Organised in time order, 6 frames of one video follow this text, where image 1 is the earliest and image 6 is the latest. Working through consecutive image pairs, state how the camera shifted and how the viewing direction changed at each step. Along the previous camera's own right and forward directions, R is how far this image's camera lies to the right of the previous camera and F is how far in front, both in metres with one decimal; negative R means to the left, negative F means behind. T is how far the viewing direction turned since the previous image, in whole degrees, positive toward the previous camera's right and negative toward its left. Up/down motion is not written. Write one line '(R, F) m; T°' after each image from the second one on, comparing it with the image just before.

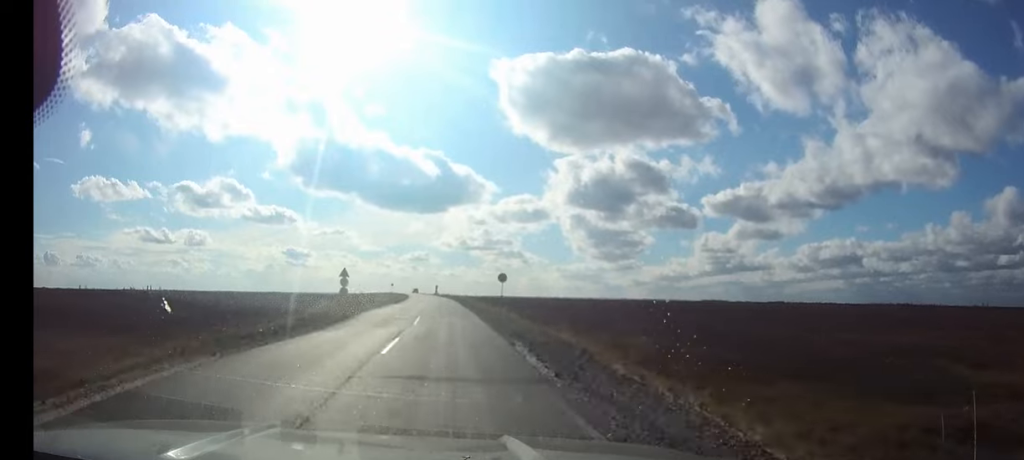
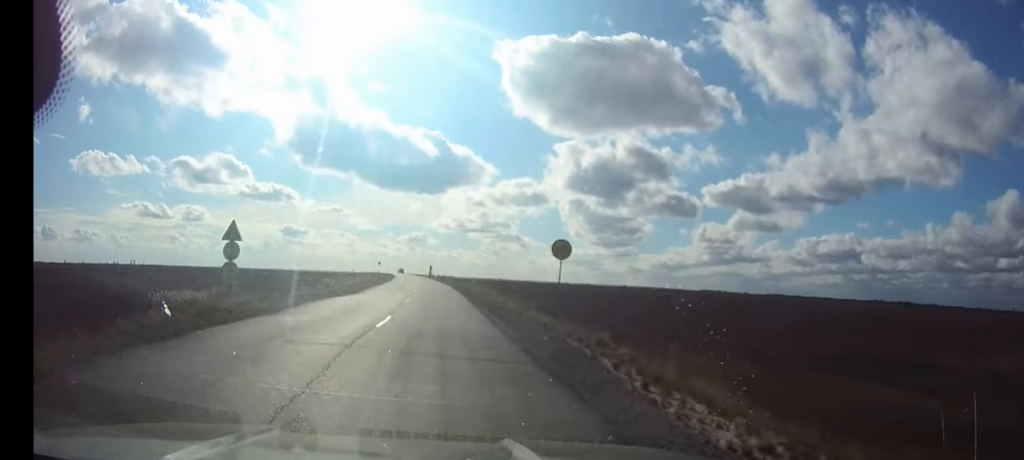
(0.0, +23.3) m; -1°
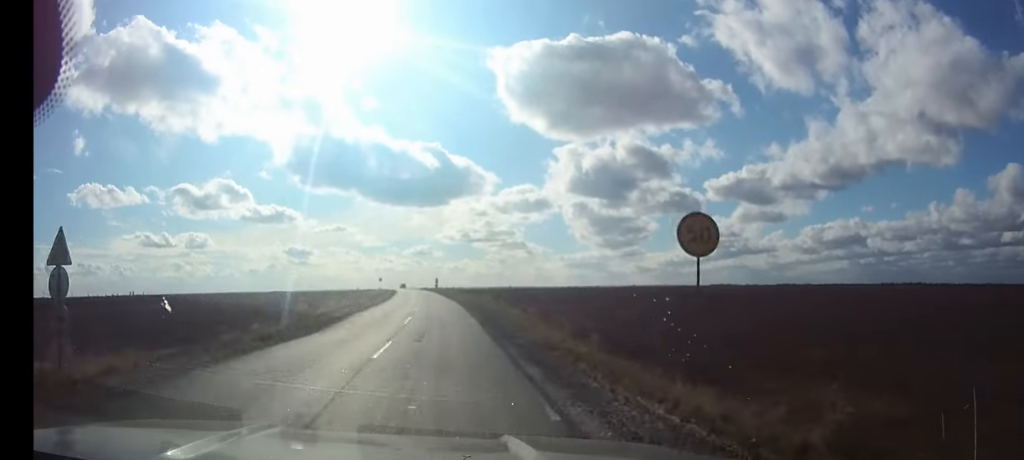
(-0.1, +11.4) m; -1°
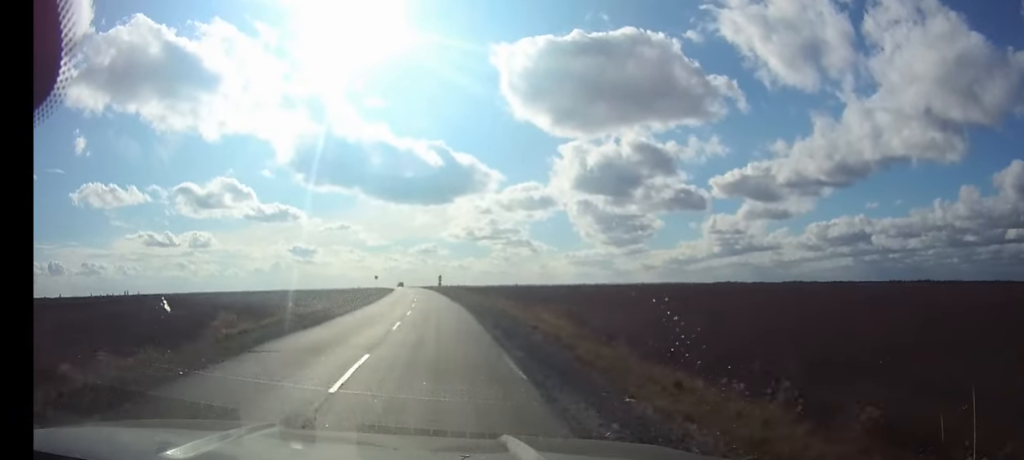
(-0.1, +15.0) m; -1°
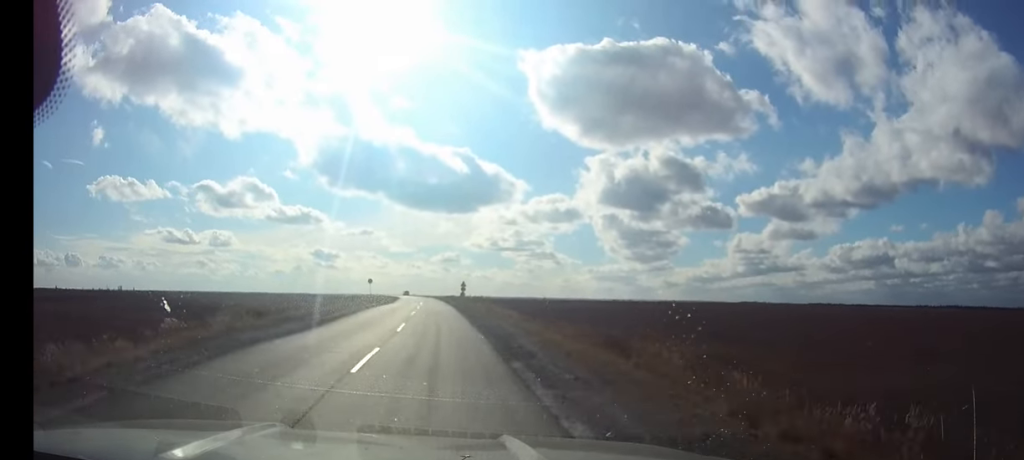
(-0.5, +35.8) m; -2°
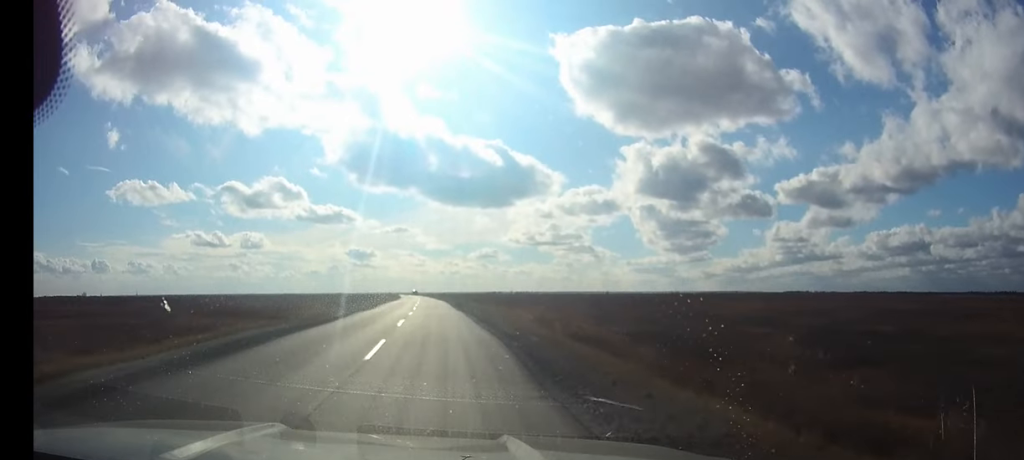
(-2.6, +82.1) m; -4°
